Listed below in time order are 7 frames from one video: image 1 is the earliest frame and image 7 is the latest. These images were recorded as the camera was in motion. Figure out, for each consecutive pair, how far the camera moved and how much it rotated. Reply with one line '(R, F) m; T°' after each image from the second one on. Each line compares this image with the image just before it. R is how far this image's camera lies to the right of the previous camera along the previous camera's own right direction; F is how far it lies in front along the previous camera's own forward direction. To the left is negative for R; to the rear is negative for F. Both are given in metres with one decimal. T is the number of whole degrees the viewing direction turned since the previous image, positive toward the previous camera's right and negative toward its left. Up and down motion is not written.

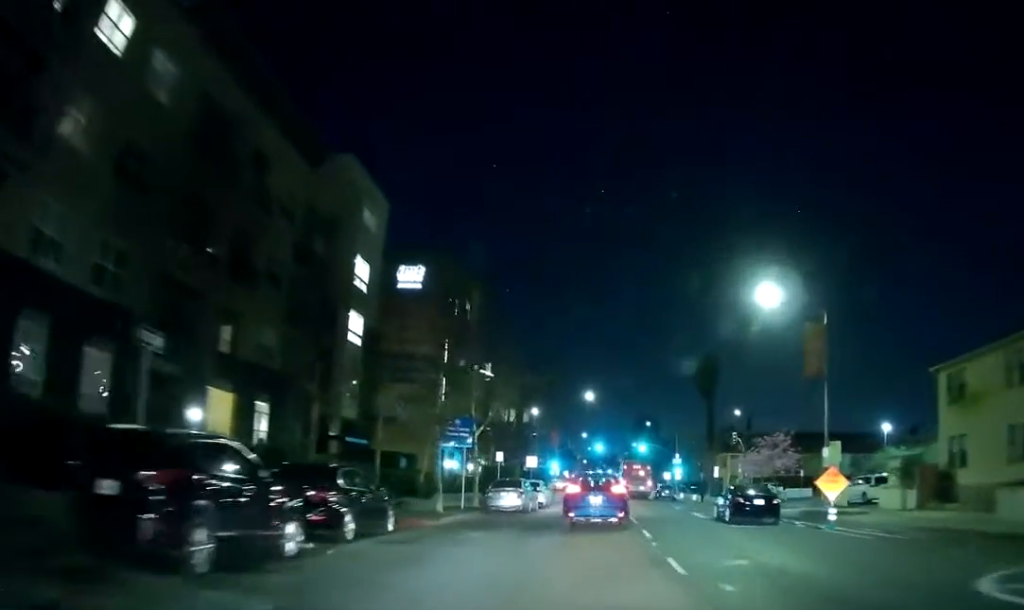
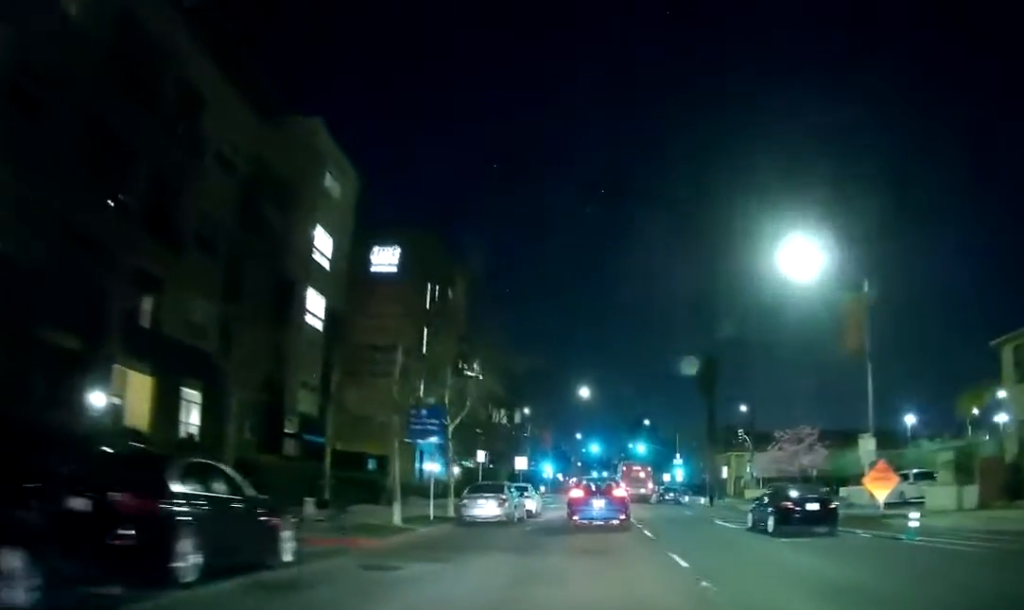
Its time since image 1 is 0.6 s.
(0.0, +6.1) m; 0°
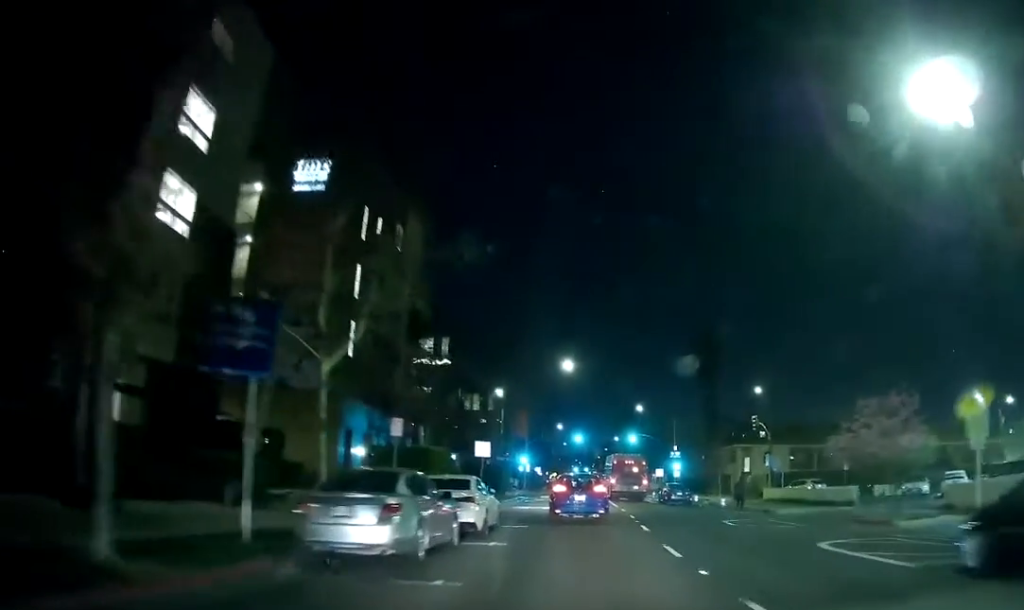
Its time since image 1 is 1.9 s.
(+0.2, +13.5) m; +1°
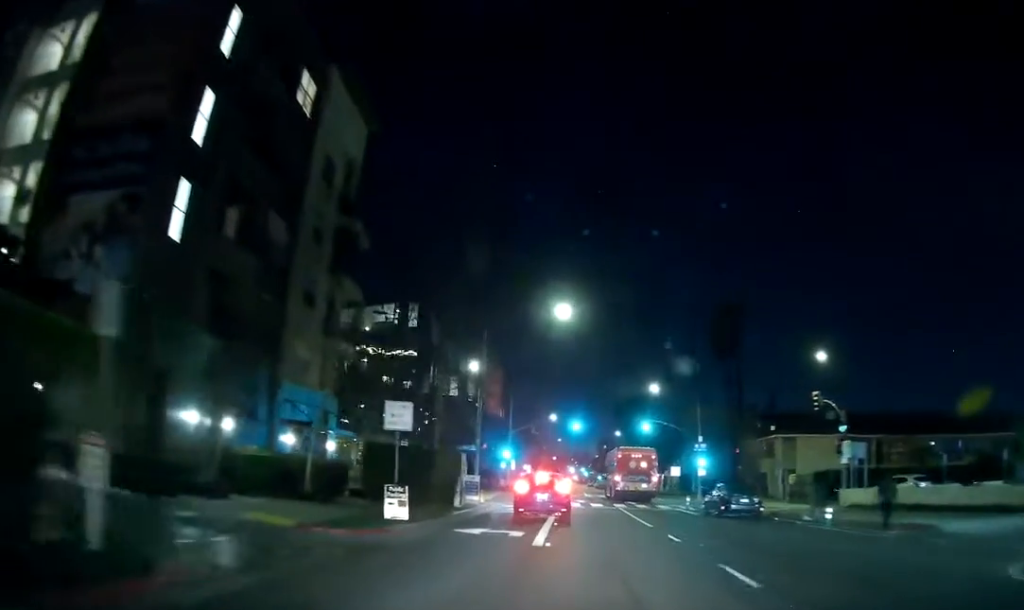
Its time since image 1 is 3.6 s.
(0.0, +18.5) m; -1°
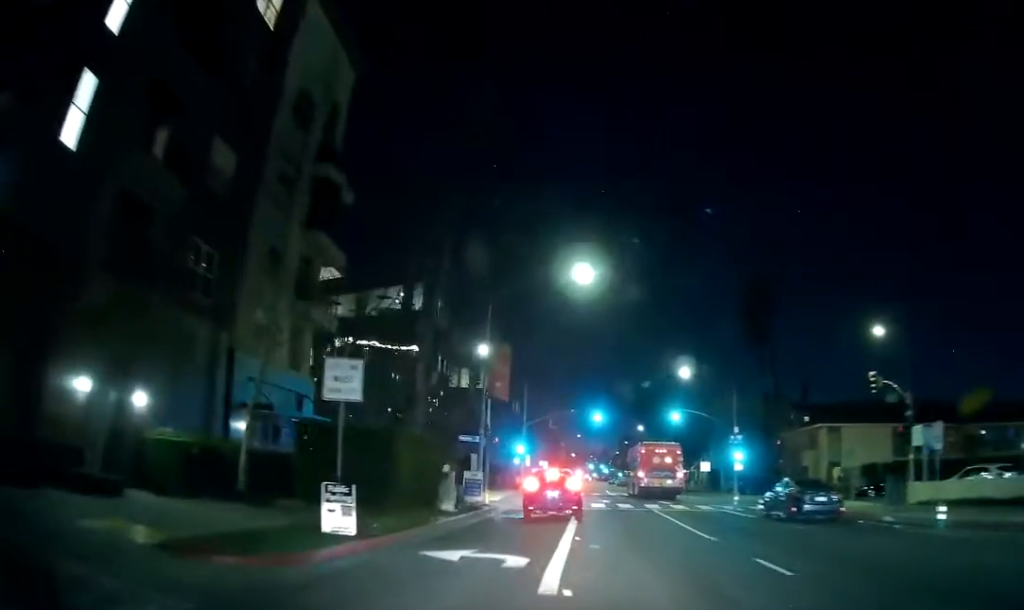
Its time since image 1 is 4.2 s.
(0.0, +6.8) m; 0°
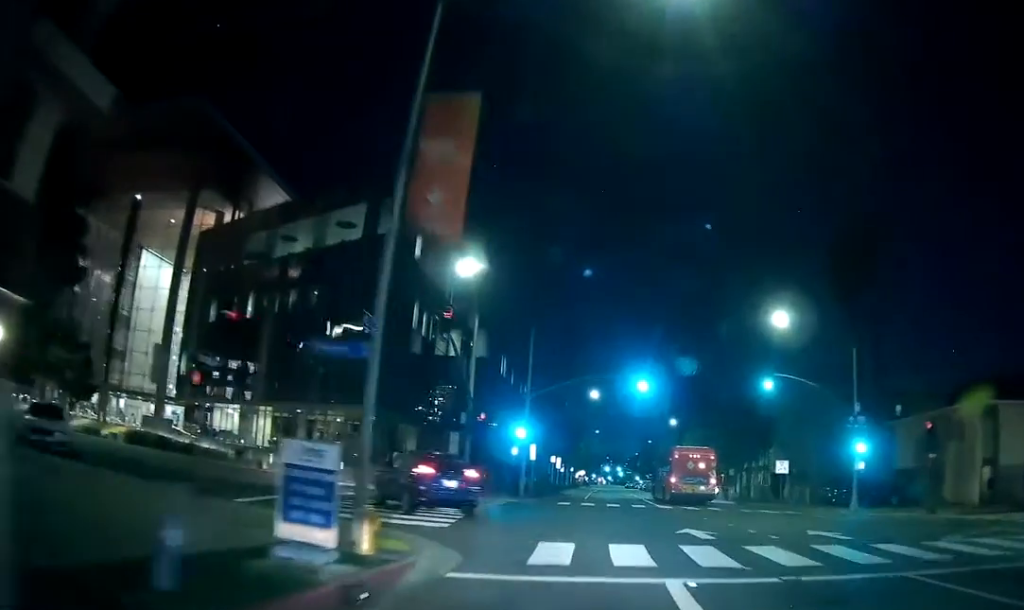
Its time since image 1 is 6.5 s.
(-0.3, +22.5) m; -5°
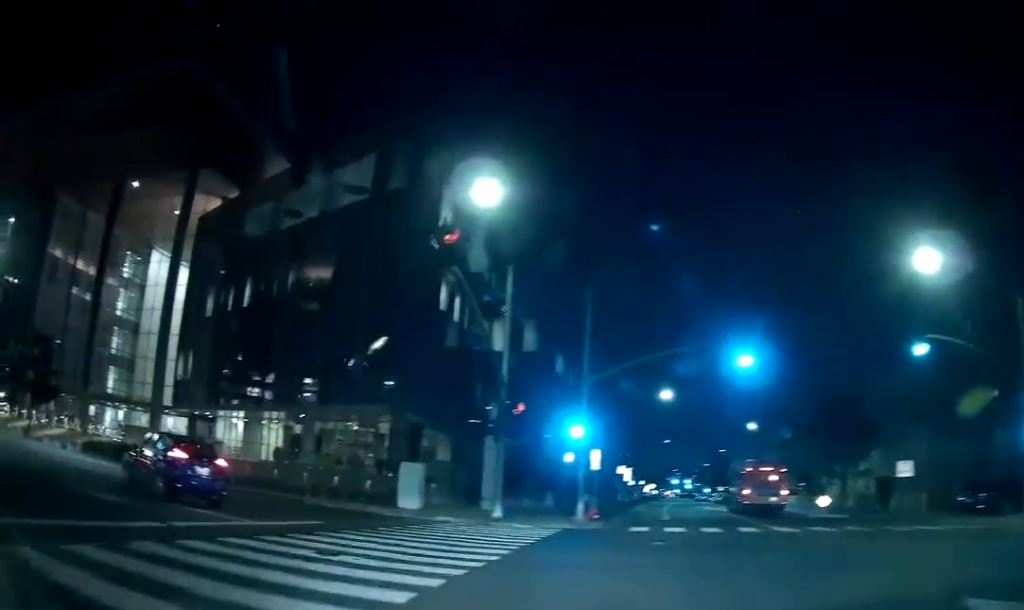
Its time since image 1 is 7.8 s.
(-0.9, +12.2) m; -9°
